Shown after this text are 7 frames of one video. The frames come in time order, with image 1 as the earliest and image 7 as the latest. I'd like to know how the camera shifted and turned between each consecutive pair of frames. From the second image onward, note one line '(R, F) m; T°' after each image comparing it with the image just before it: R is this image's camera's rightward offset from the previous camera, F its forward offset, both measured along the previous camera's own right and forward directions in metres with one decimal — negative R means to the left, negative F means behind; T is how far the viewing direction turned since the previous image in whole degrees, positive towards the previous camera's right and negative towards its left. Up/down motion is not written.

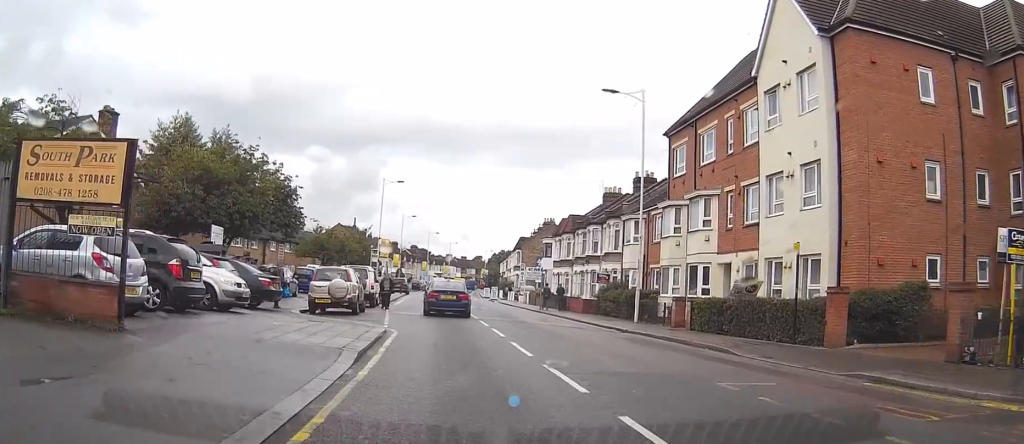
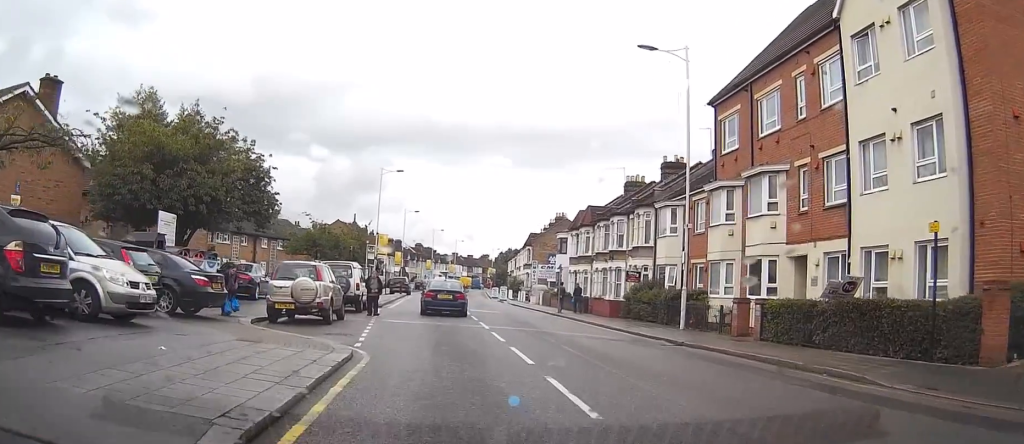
(+0.1, +6.0) m; +4°
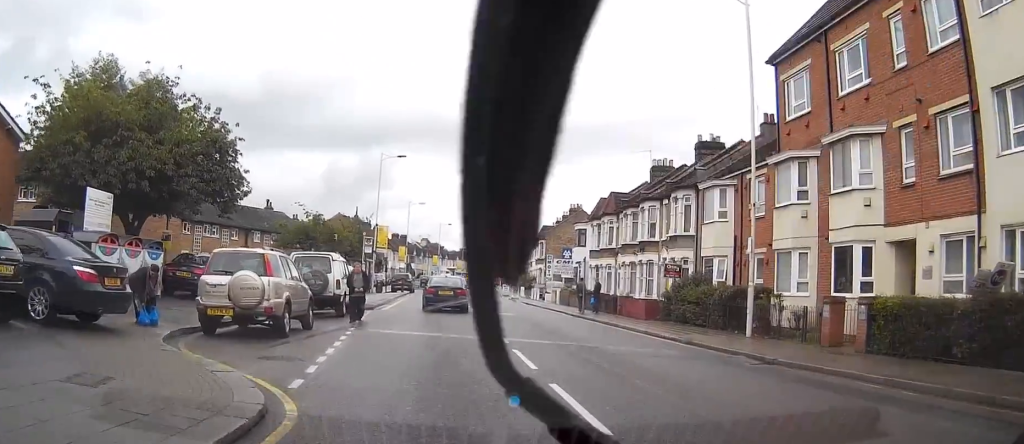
(+0.3, +5.9) m; +3°
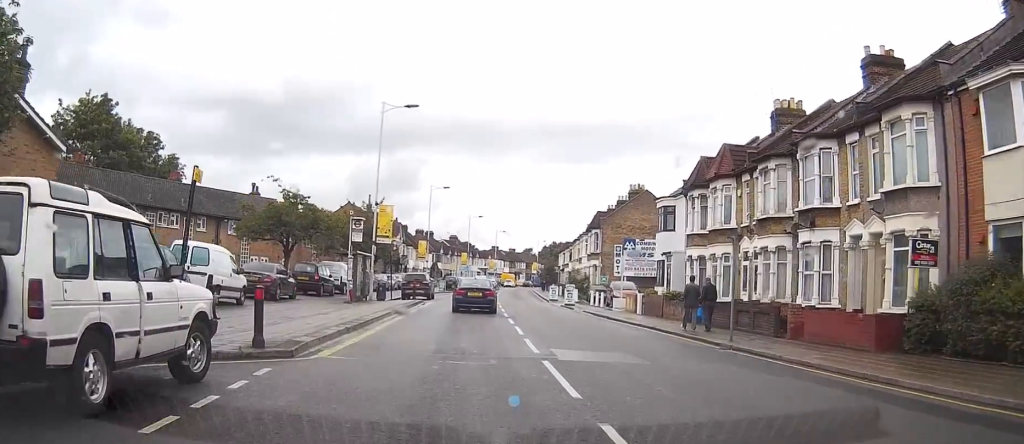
(-0.1, +16.3) m; -5°
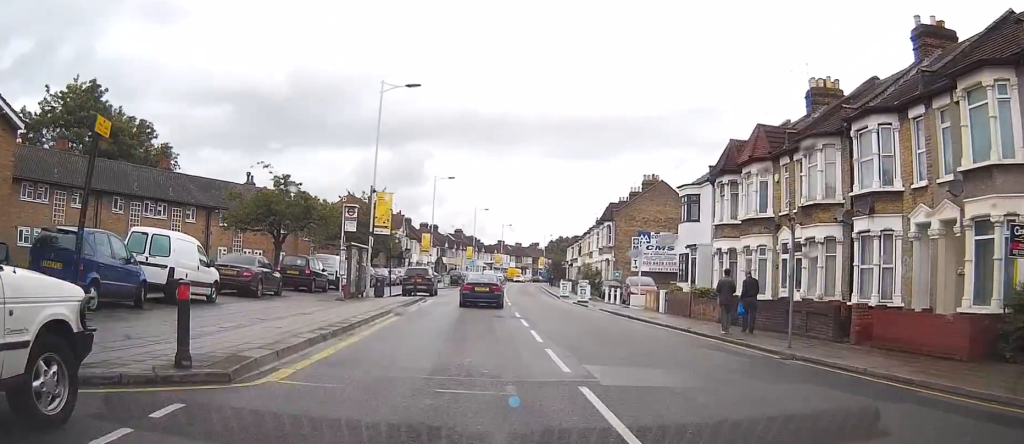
(-0.1, +3.4) m; -2°
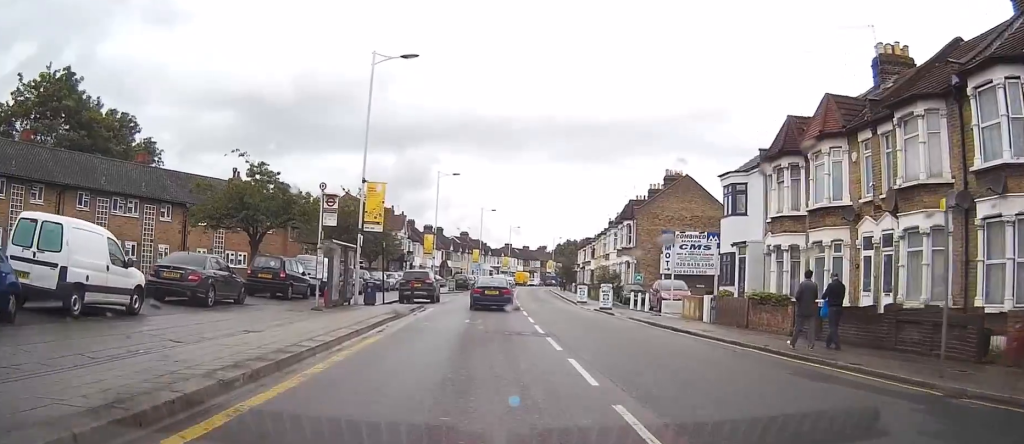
(-0.1, +5.8) m; -3°
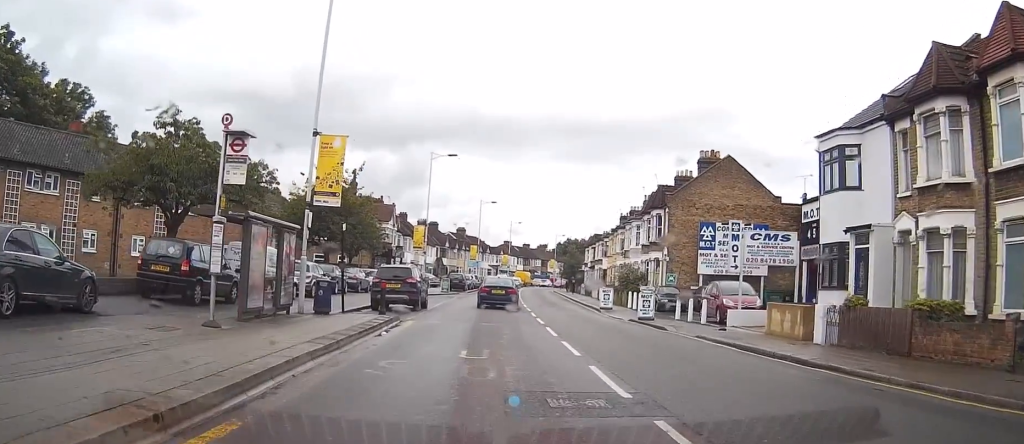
(-0.4, +10.0) m; -1°
